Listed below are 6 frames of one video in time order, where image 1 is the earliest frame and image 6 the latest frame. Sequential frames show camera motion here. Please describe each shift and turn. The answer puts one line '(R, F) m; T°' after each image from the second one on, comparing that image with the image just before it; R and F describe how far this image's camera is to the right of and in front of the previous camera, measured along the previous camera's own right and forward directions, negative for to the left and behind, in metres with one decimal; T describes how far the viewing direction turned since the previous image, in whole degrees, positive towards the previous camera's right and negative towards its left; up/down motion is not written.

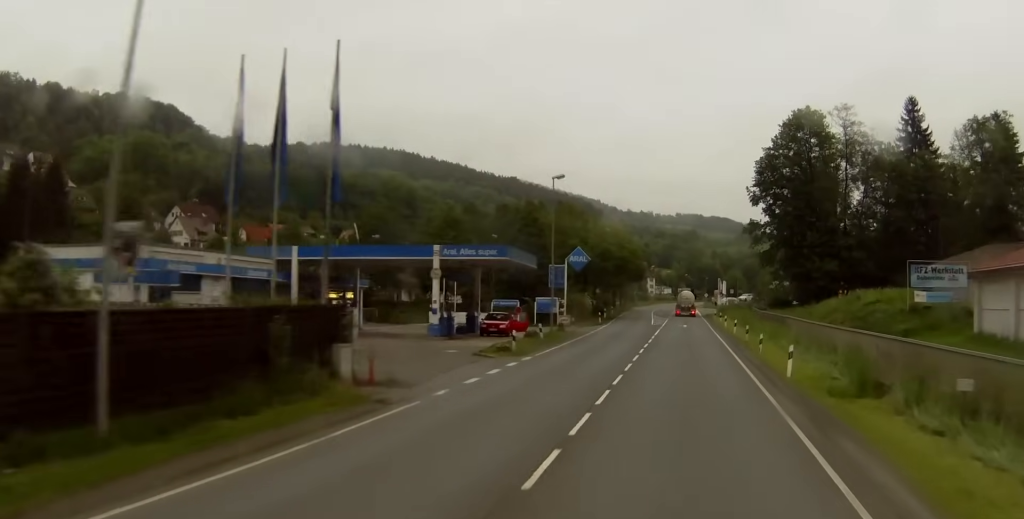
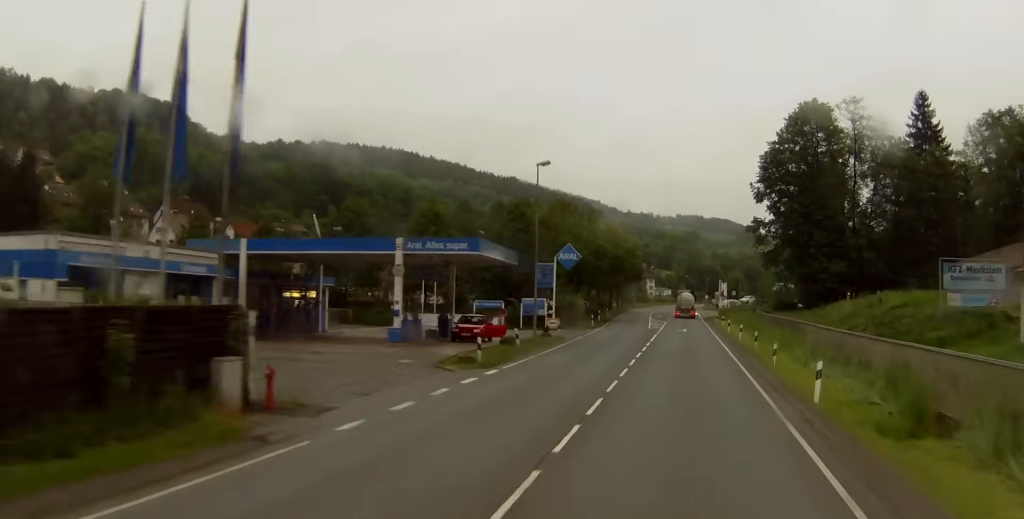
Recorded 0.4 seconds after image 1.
(0.0, +6.1) m; 0°
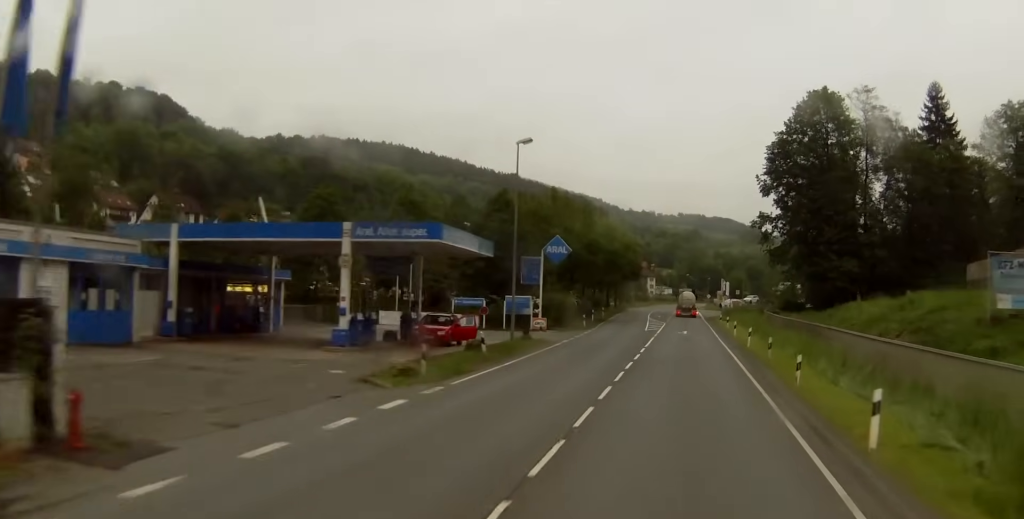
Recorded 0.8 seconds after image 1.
(0.0, +6.6) m; 0°
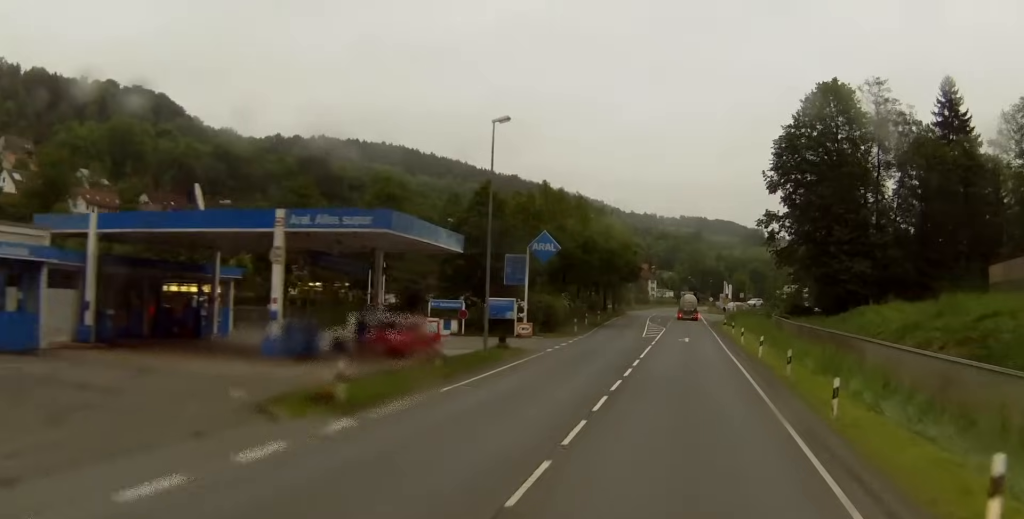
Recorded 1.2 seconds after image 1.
(0.0, +6.1) m; 0°
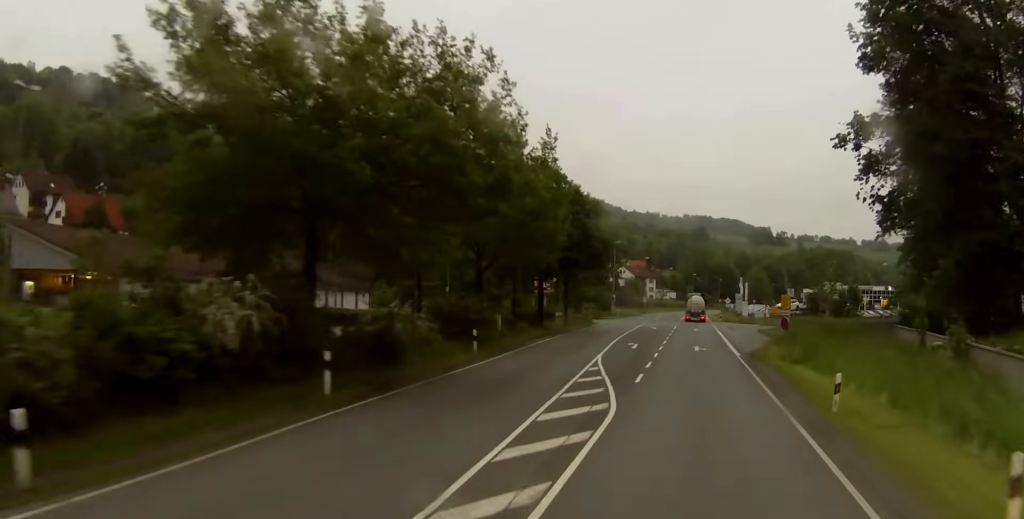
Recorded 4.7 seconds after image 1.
(0.0, +53.6) m; -1°
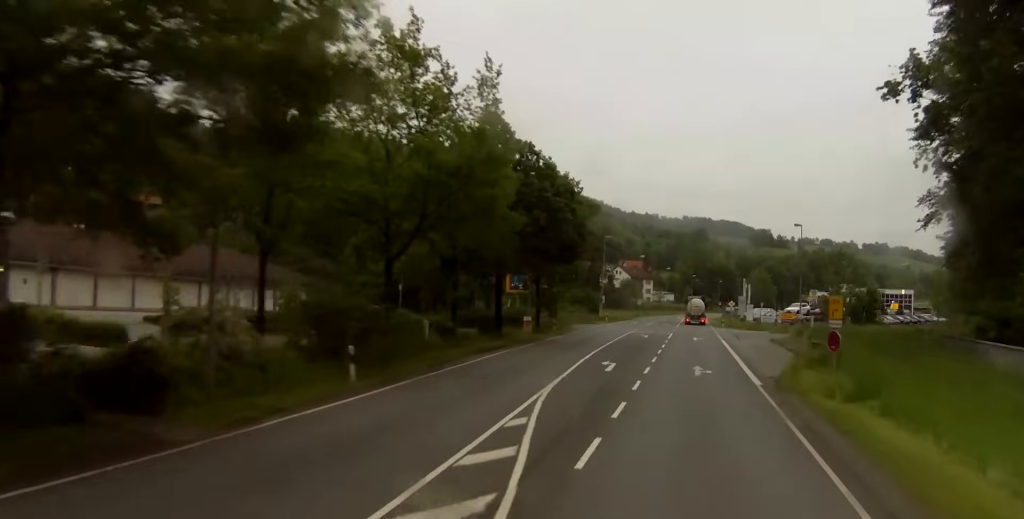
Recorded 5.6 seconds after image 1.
(0.0, +13.2) m; 0°
